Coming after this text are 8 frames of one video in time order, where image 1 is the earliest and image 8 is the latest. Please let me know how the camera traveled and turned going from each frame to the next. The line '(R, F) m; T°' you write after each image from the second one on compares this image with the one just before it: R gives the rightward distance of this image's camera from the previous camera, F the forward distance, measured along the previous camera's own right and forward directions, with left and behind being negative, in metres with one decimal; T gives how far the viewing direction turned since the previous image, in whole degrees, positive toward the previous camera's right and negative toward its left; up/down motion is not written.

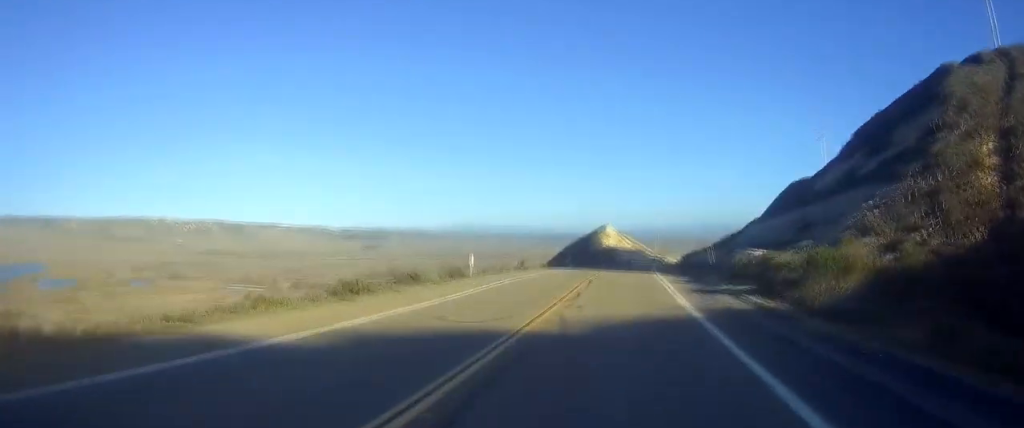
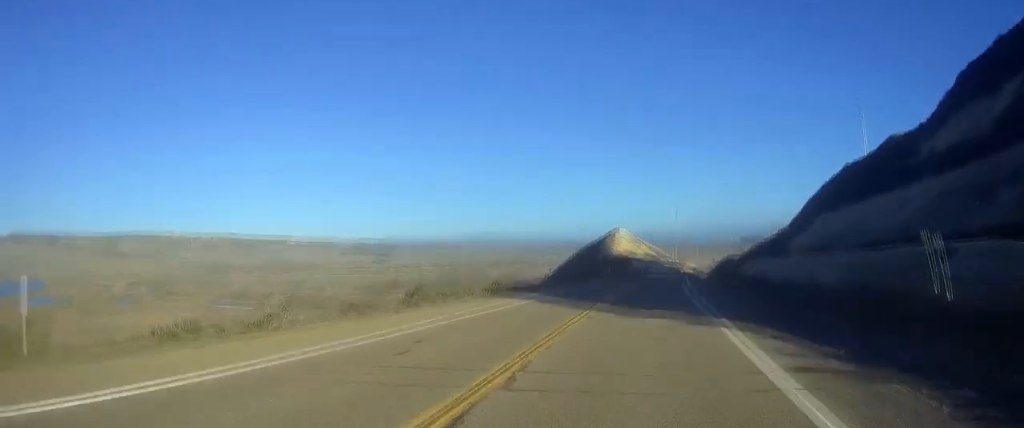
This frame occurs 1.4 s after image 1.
(+0.5, +32.6) m; +1°
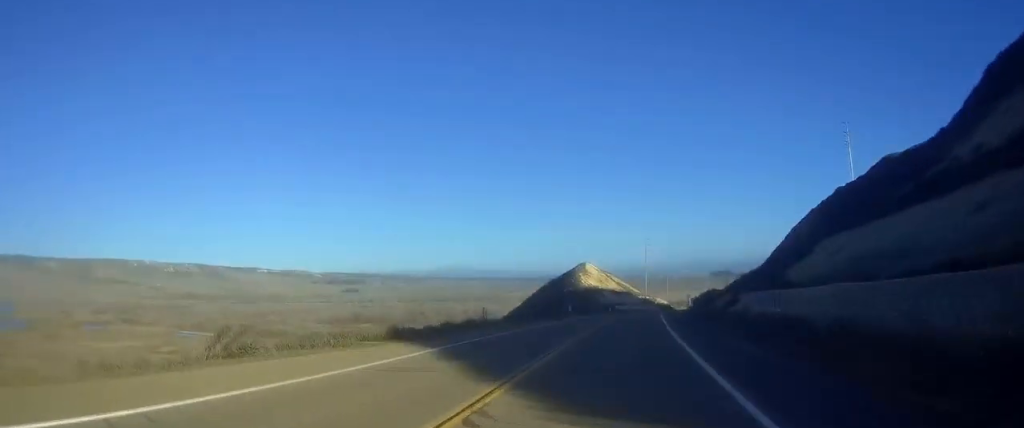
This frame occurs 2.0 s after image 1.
(-0.1, +12.2) m; 0°
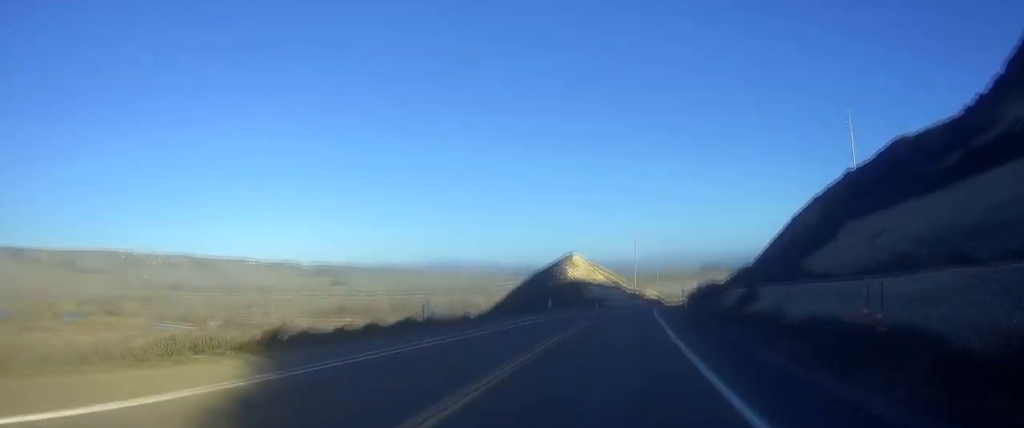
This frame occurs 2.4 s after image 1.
(-0.1, +9.9) m; 0°
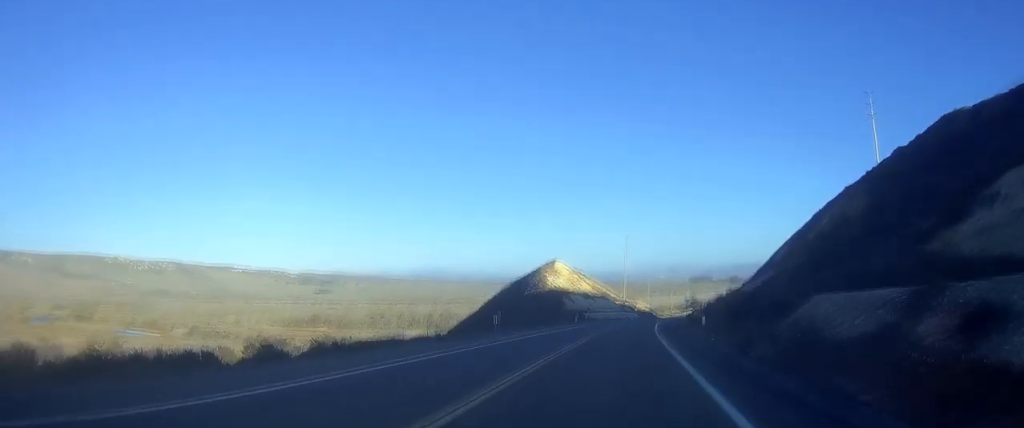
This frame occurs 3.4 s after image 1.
(+0.4, +23.8) m; +2°
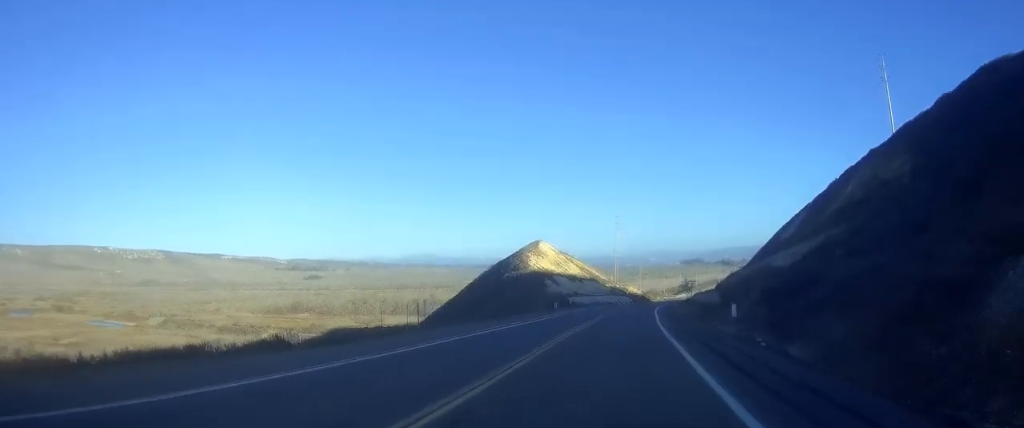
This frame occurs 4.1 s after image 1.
(+0.3, +15.7) m; +1°
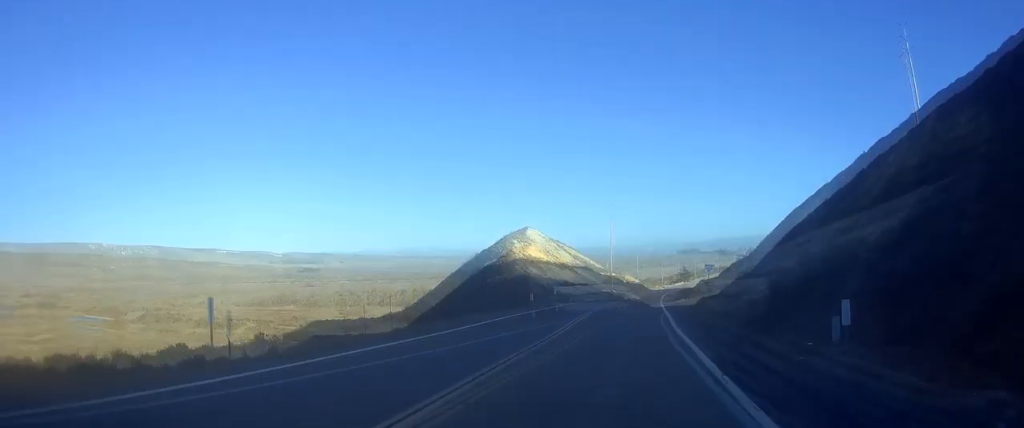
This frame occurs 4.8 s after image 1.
(+0.1, +15.9) m; 0°
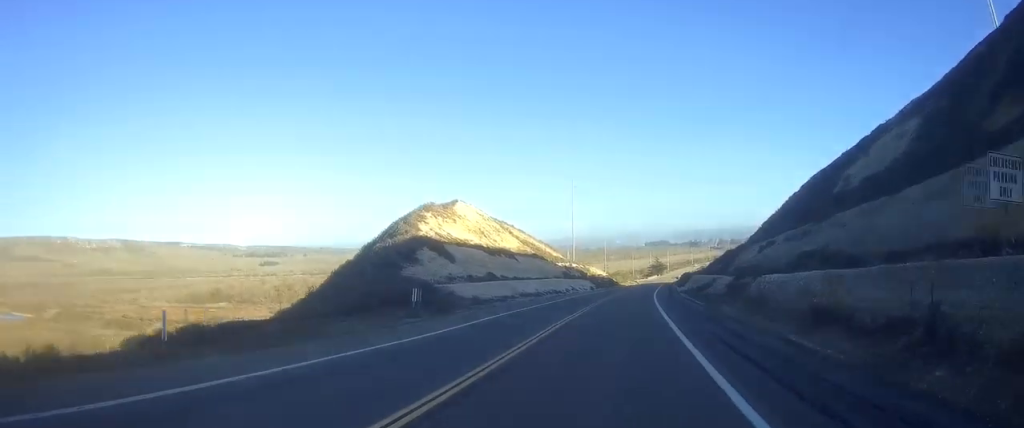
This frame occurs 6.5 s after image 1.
(-0.3, +42.9) m; -1°
